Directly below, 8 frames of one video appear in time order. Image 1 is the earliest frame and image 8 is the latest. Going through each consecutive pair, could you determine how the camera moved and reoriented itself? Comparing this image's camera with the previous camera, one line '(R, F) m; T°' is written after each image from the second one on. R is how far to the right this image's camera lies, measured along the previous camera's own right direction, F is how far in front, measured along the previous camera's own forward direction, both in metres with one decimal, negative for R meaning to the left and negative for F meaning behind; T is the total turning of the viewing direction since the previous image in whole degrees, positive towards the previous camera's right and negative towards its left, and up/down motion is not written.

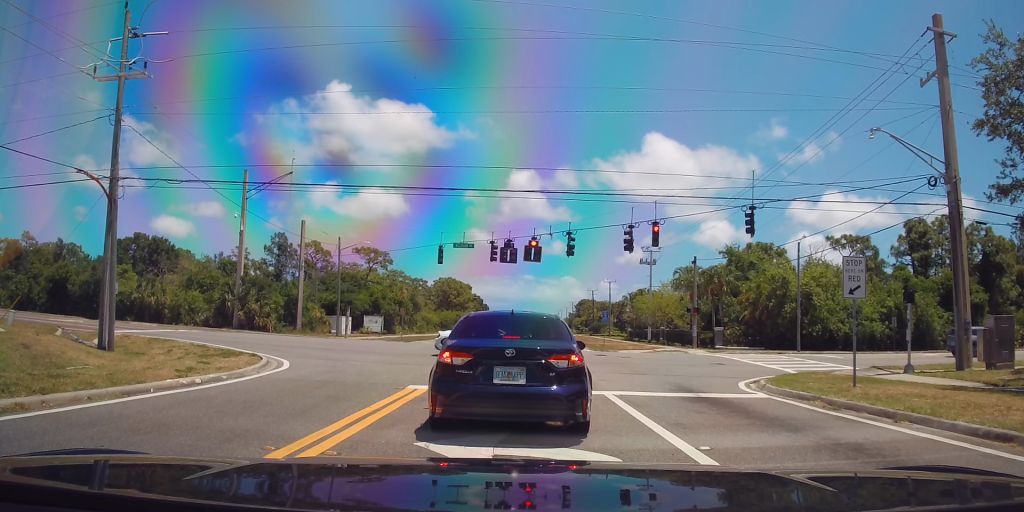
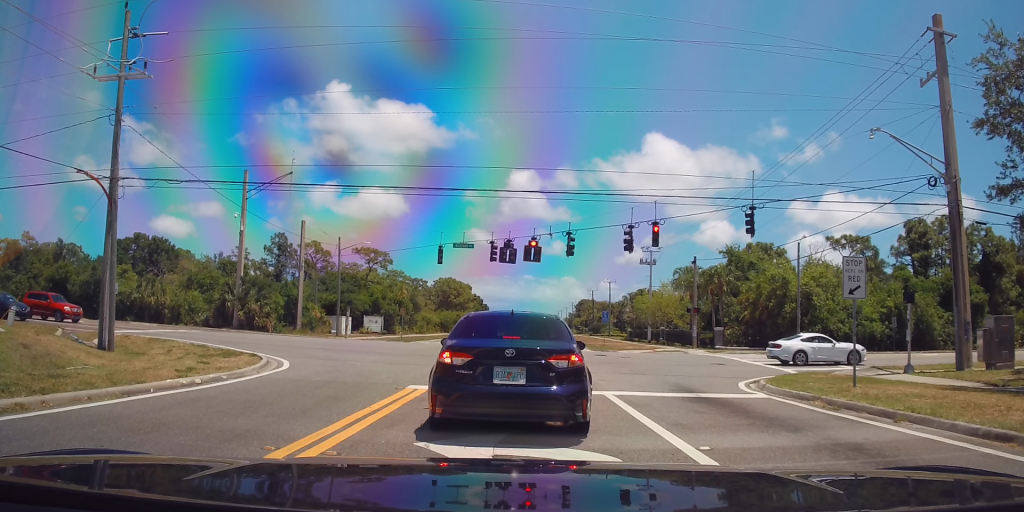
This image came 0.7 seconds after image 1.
(0.0, +0.2) m; 0°
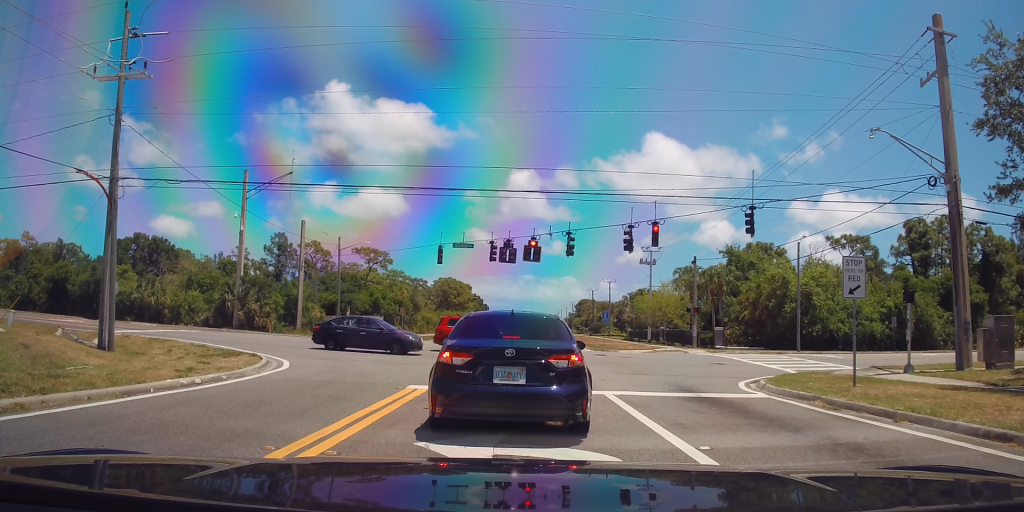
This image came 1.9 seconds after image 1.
(0.0, +0.1) m; 0°
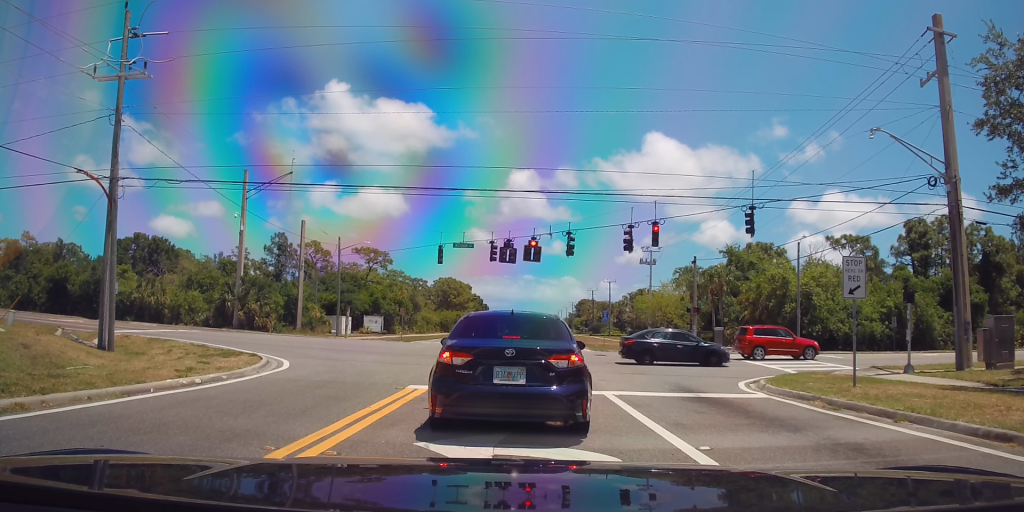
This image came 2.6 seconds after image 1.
(0.0, 0.0) m; 0°
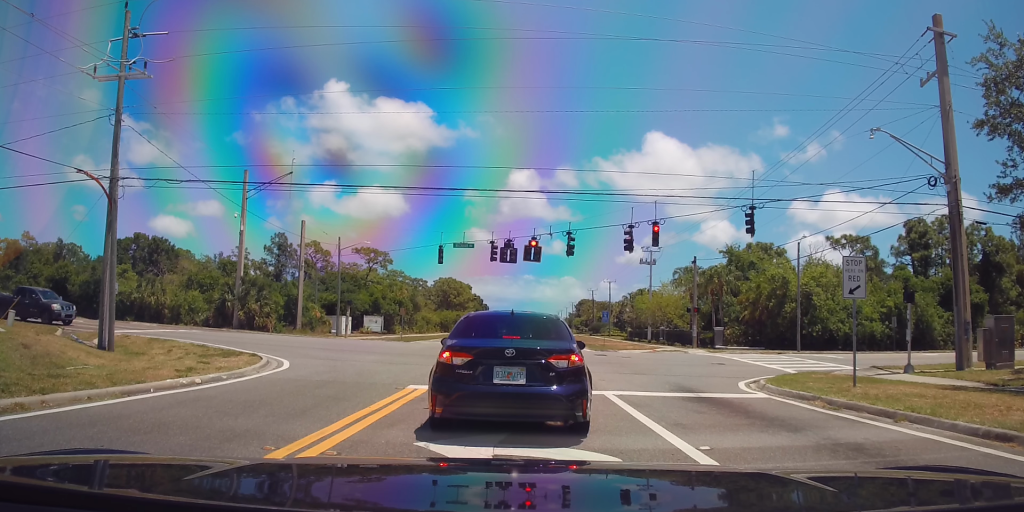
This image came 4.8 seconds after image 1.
(0.0, 0.0) m; 0°
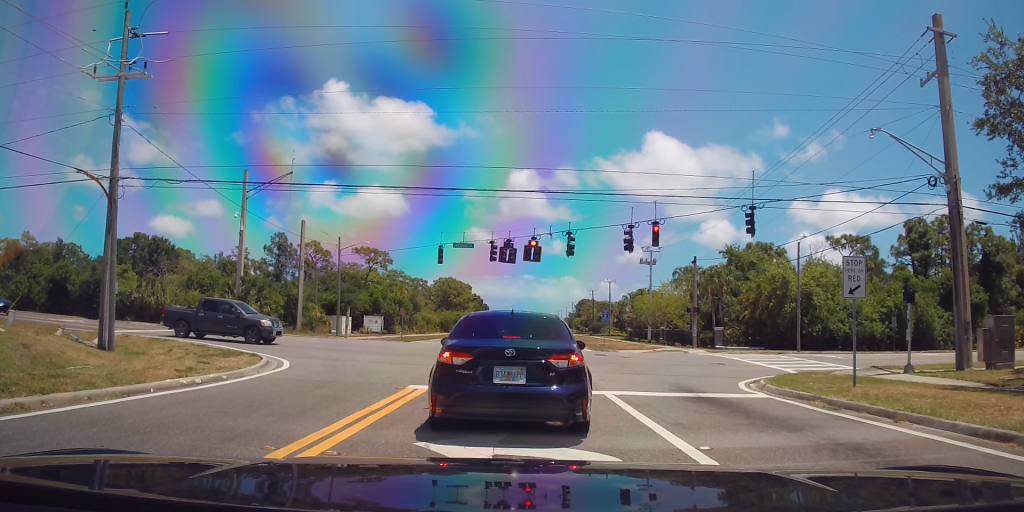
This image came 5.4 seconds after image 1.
(0.0, 0.0) m; 0°
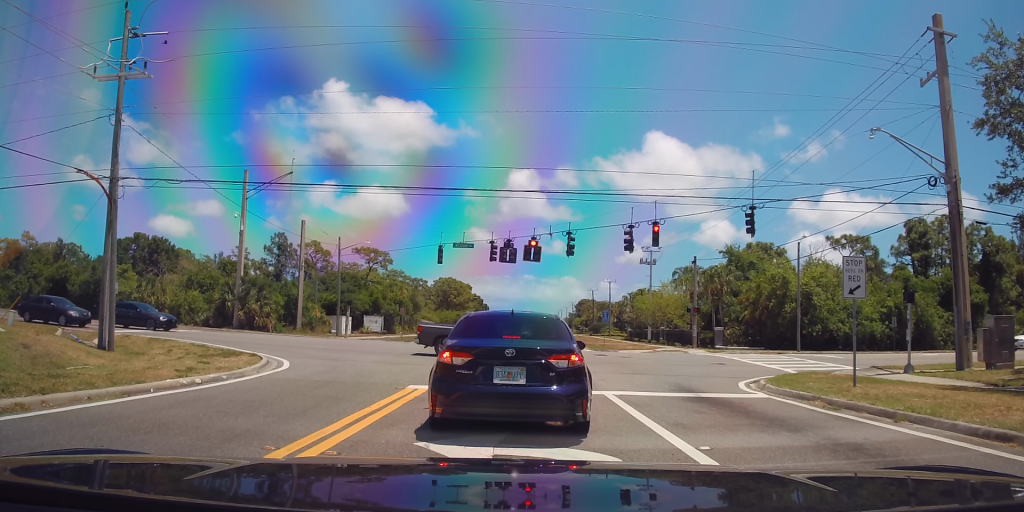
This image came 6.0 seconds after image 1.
(0.0, 0.0) m; 0°
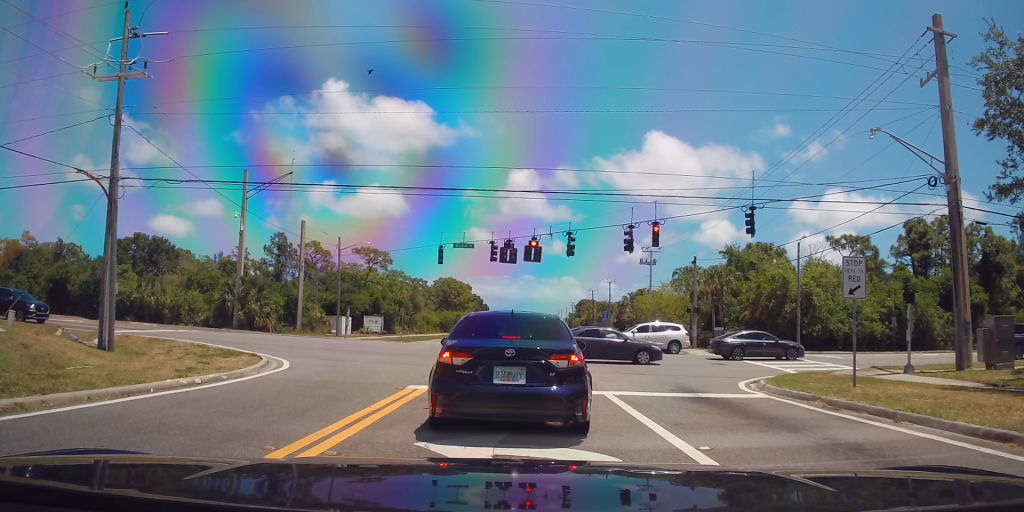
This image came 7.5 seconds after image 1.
(0.0, 0.0) m; 0°
